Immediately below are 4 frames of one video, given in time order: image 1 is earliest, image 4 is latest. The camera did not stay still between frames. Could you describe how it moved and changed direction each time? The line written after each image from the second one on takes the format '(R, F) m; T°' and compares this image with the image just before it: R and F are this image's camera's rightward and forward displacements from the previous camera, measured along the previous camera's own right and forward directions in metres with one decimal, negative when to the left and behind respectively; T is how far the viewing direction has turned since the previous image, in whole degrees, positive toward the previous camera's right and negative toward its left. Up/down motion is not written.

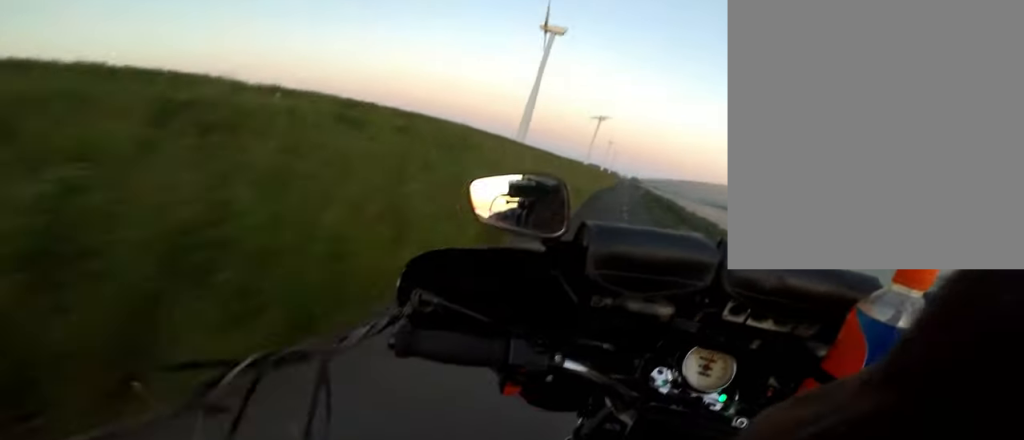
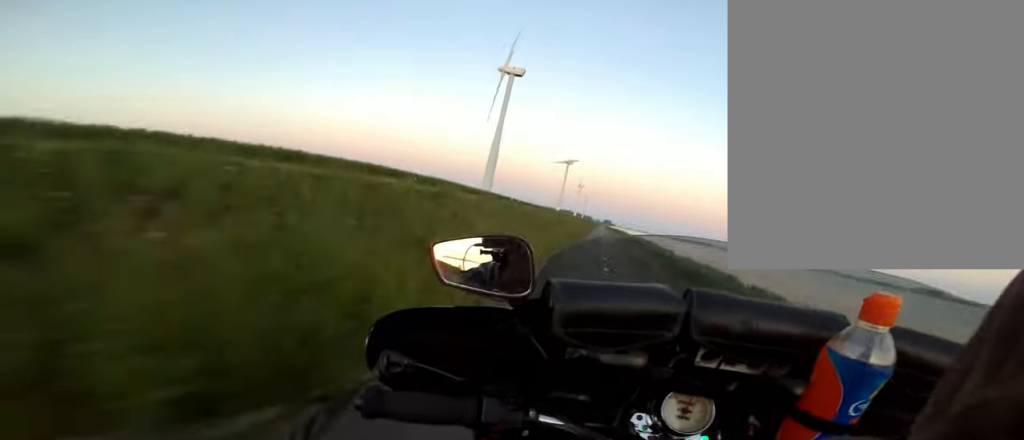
(+0.1, +11.9) m; -2°
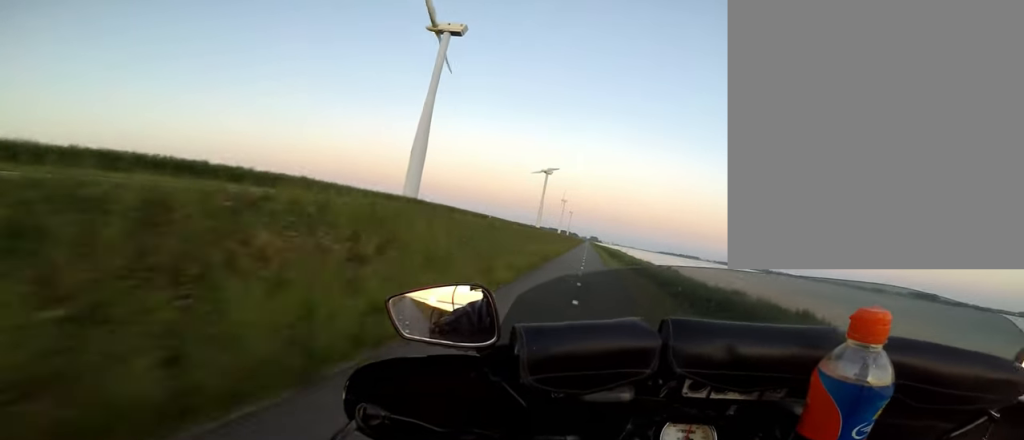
(-0.5, +51.0) m; -1°
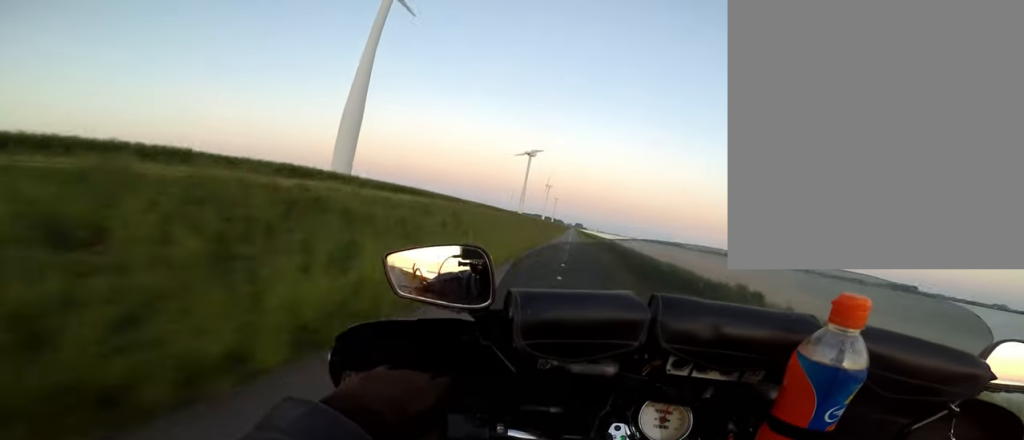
(+1.5, +22.4) m; +4°
